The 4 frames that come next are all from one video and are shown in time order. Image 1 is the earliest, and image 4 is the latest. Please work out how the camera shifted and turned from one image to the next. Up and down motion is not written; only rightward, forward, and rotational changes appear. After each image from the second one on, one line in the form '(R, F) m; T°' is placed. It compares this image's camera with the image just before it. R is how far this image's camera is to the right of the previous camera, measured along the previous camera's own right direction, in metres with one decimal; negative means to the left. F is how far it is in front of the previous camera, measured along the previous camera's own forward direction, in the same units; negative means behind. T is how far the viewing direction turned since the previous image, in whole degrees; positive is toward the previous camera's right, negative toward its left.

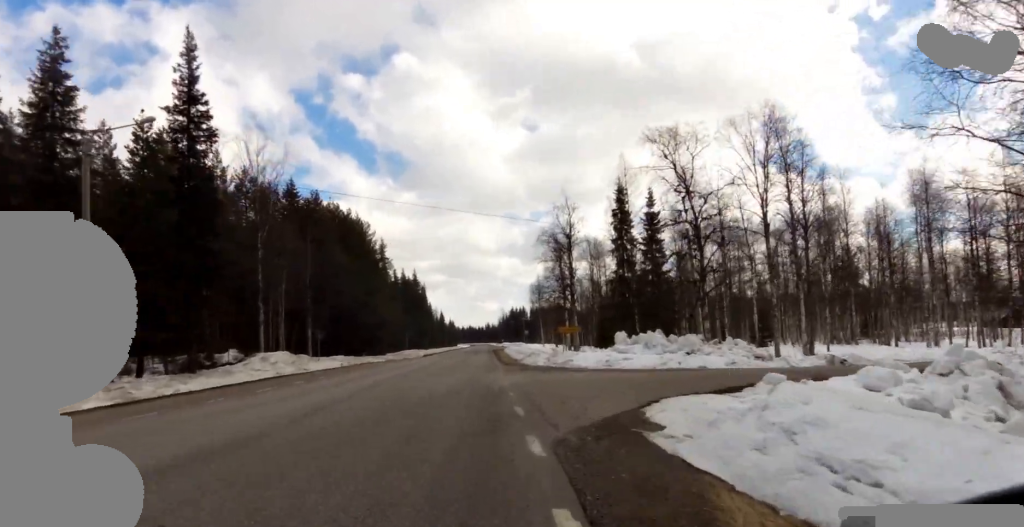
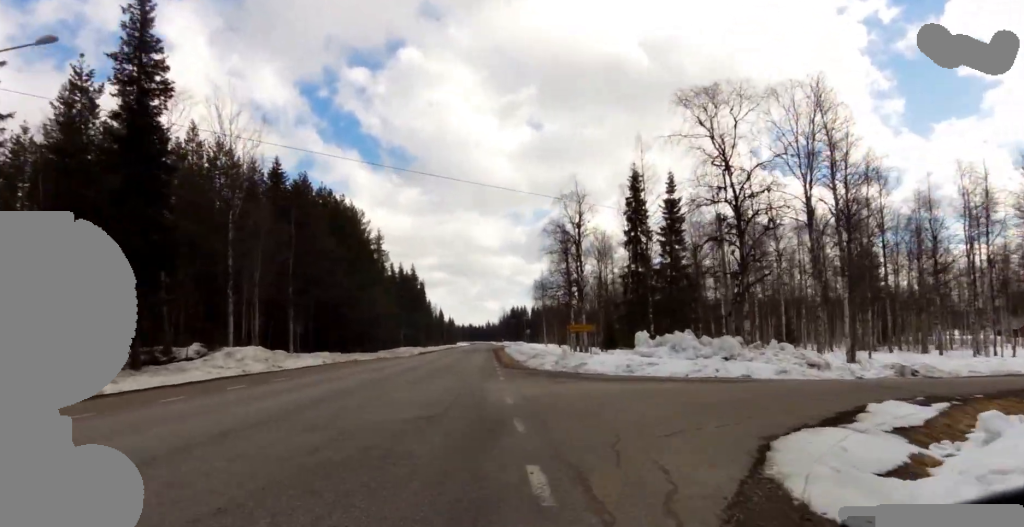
(0.0, +4.7) m; 0°
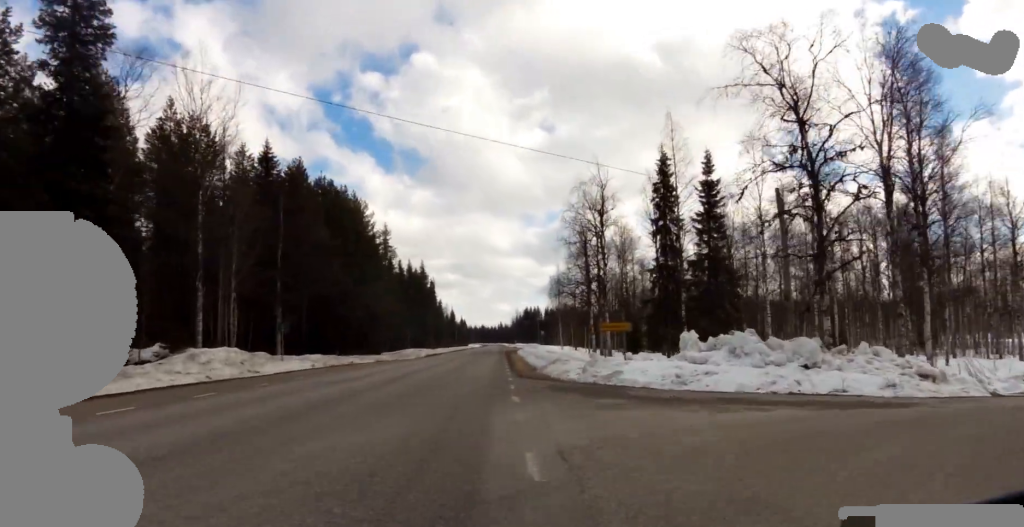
(0.0, +5.3) m; -1°
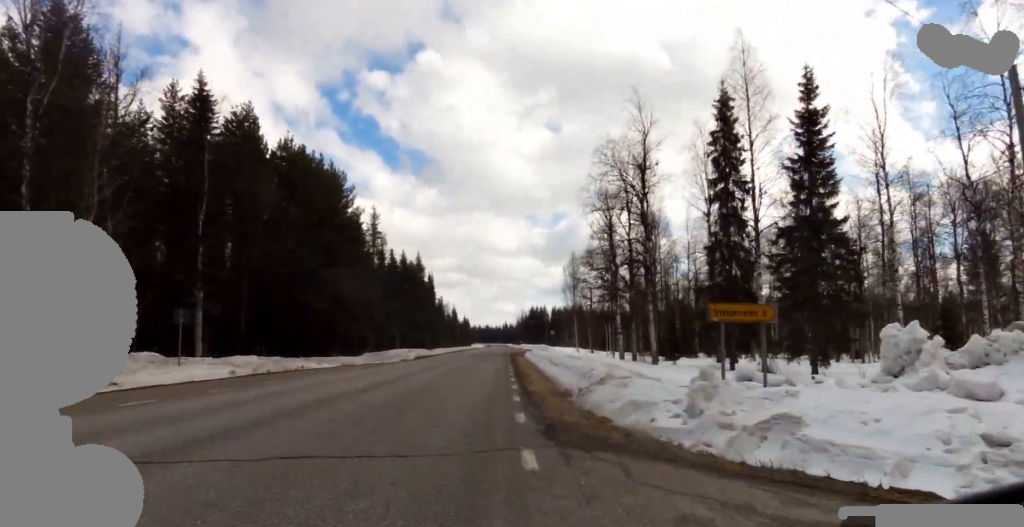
(-0.1, +12.0) m; +1°
